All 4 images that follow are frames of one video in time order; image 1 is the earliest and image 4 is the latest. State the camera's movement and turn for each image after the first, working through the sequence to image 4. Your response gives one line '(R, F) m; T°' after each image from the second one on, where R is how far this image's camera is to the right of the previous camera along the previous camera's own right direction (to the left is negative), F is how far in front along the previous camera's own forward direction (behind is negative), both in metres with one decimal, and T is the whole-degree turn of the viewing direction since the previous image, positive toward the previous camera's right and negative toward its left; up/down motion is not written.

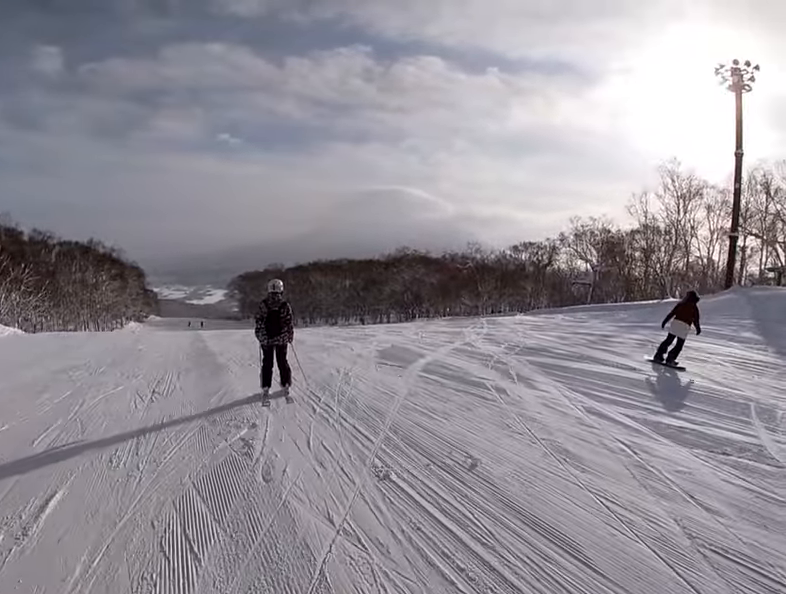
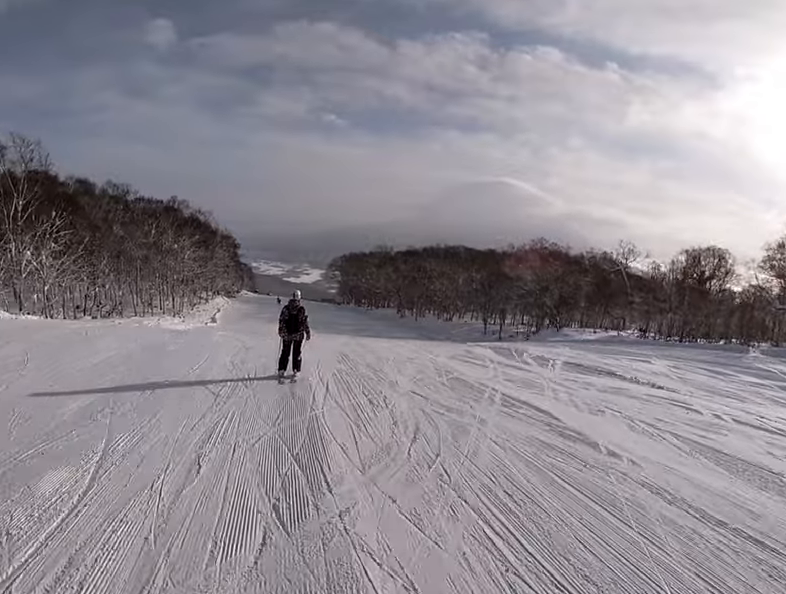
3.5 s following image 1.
(+1.1, +13.8) m; -7°
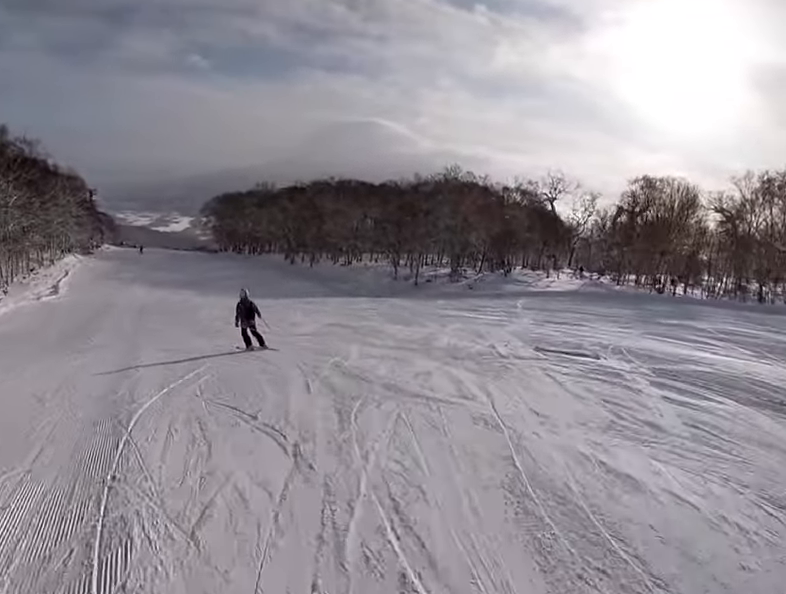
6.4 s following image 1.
(+6.1, +15.9) m; +23°
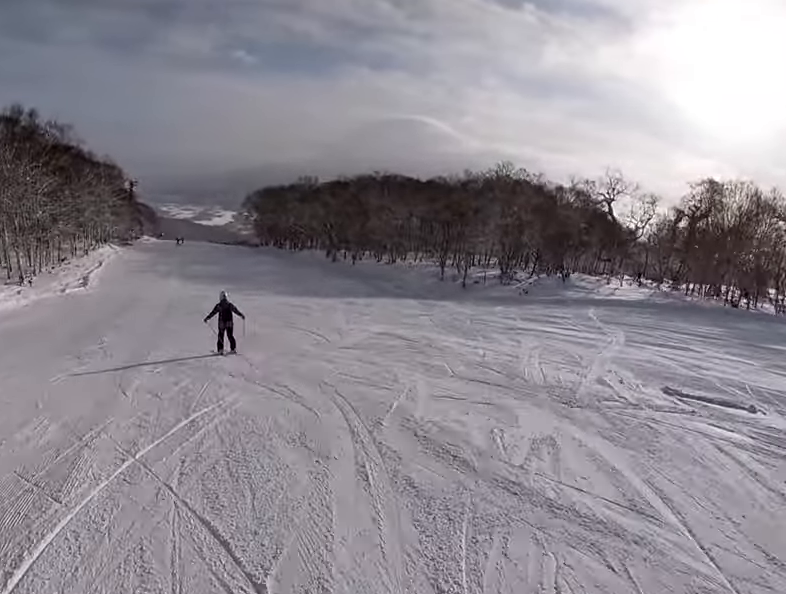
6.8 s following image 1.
(-0.4, +3.2) m; -5°
